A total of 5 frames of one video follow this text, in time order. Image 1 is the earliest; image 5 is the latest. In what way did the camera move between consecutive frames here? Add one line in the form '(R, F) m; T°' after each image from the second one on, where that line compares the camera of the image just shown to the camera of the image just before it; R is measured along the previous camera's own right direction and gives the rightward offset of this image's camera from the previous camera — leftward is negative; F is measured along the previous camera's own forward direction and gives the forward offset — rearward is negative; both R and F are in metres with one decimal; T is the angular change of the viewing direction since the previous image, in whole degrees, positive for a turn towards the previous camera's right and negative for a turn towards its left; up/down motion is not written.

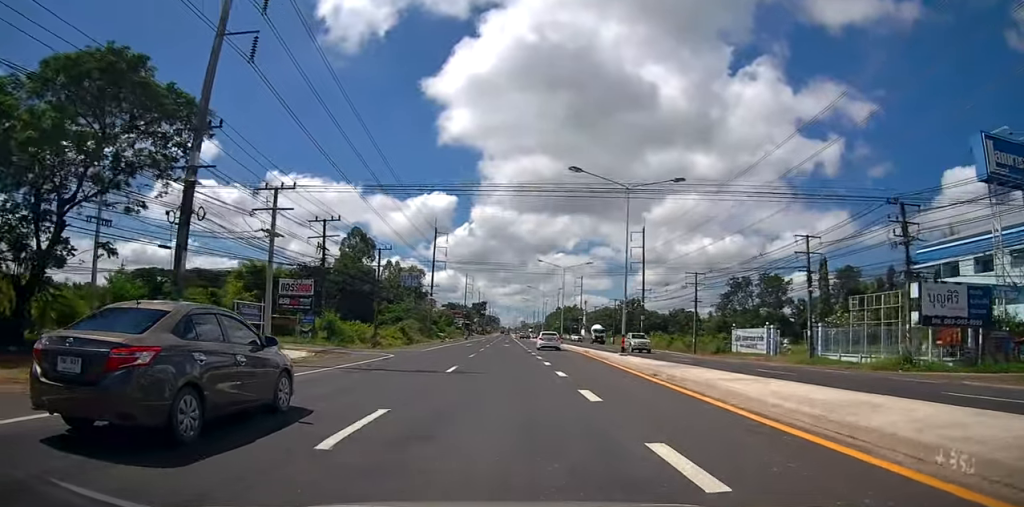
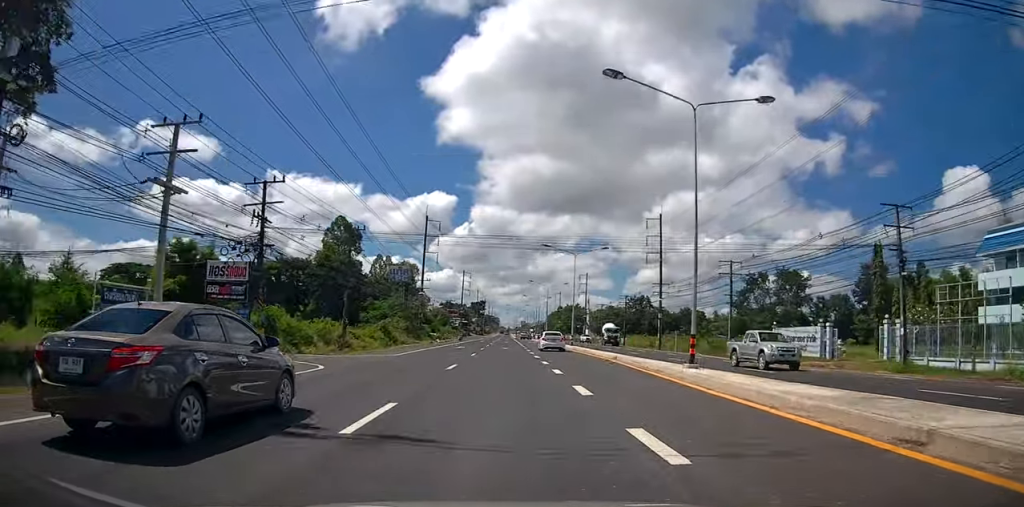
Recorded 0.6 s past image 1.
(0.0, +11.1) m; -1°
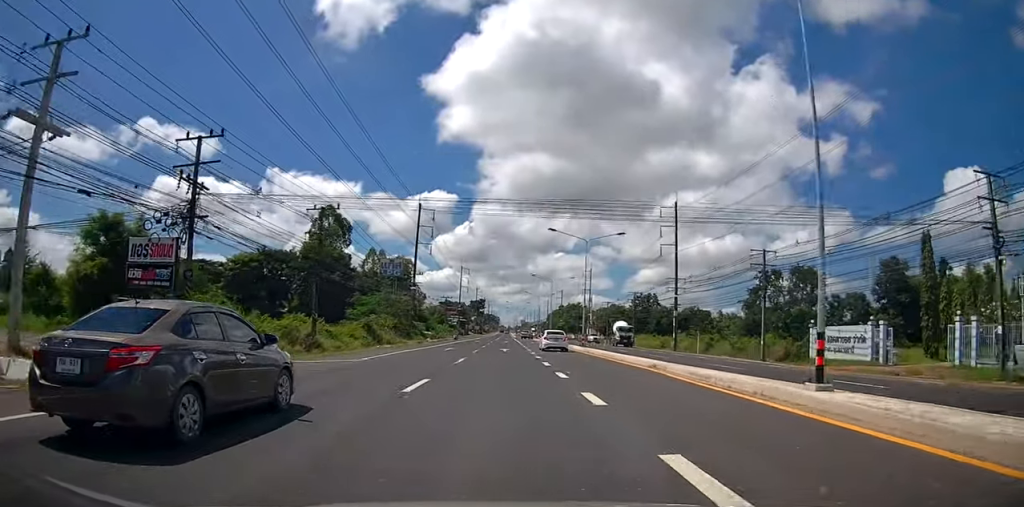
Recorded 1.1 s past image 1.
(+0.1, +7.6) m; -1°
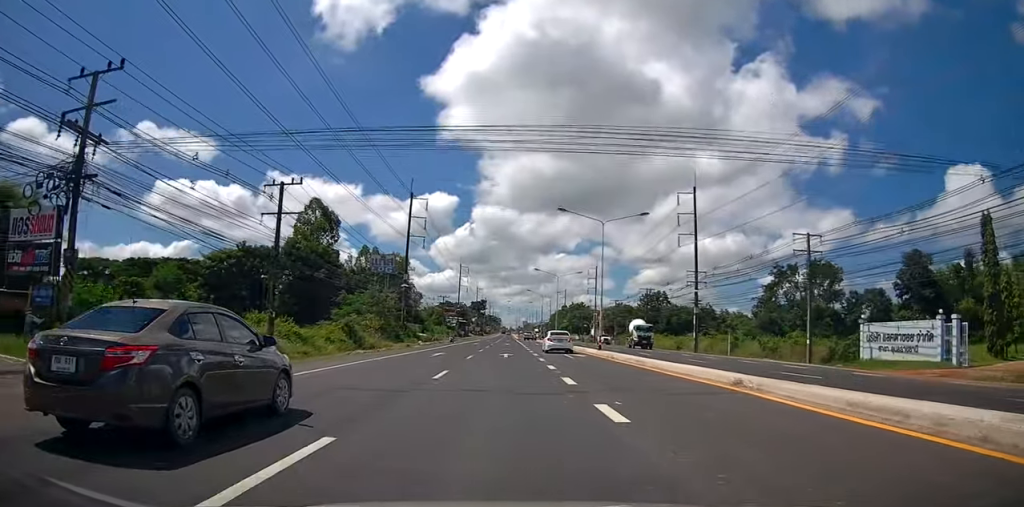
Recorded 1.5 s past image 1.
(-0.2, +7.8) m; 0°
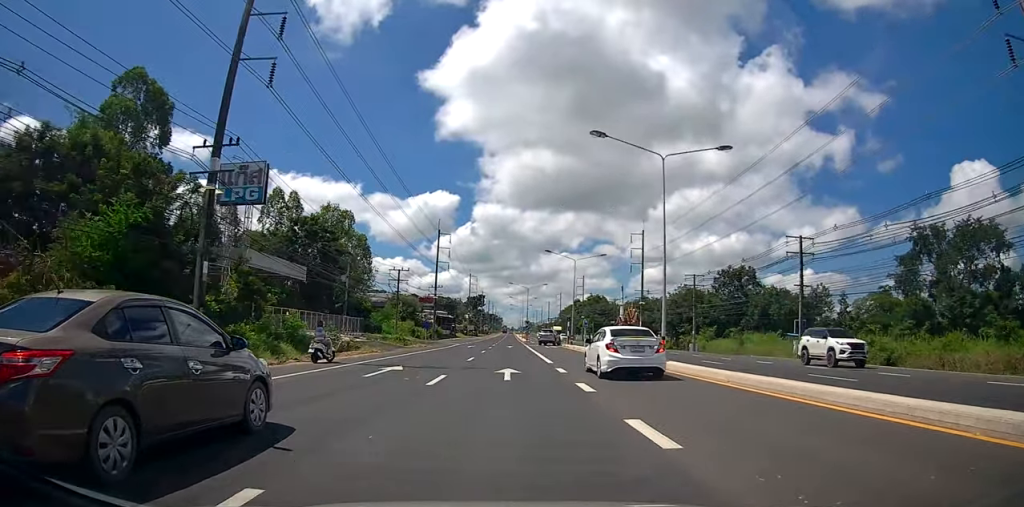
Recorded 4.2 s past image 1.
(-0.1, +50.2) m; 0°
